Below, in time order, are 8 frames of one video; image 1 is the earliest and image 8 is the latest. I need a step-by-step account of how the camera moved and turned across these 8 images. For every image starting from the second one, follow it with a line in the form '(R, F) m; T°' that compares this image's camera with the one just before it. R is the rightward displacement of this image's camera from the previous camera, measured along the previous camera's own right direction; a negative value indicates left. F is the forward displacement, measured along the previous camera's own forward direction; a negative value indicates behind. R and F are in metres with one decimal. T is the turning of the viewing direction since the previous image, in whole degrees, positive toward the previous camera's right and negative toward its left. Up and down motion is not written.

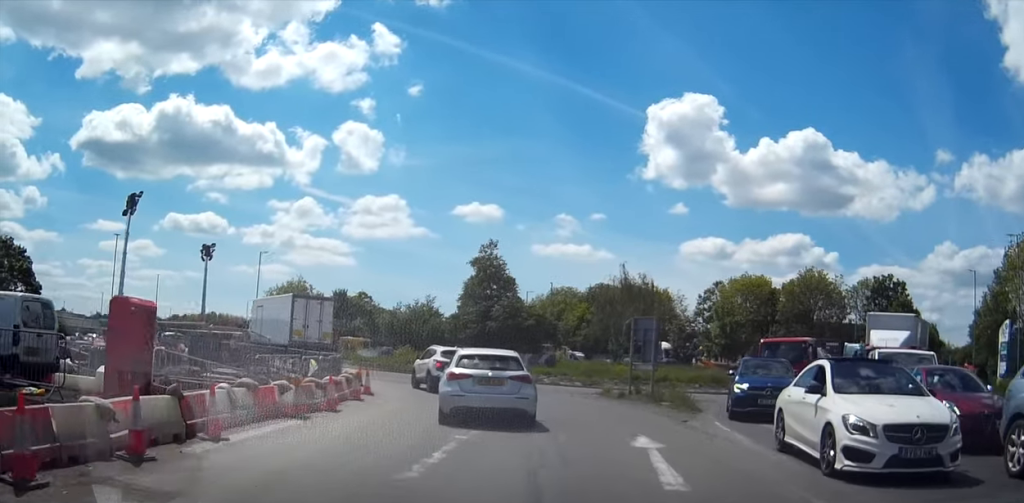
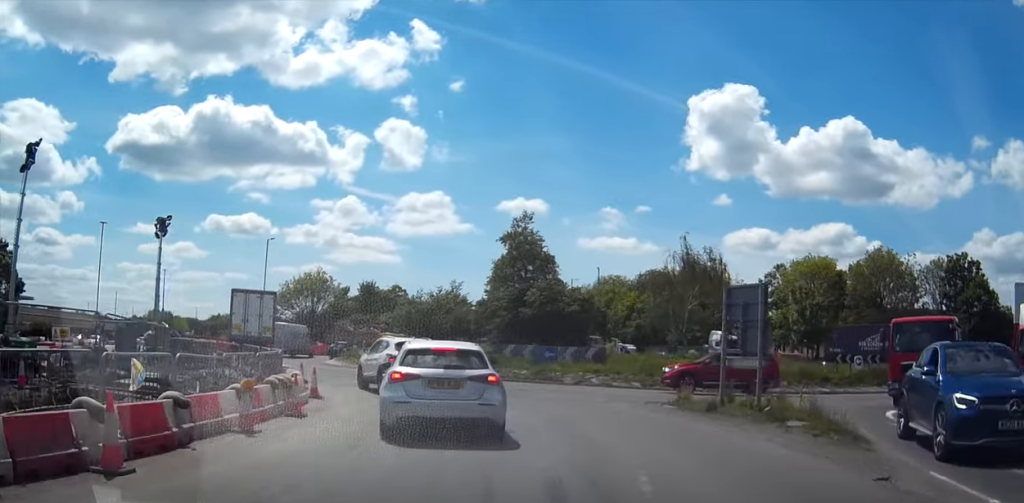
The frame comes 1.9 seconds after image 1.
(0.0, +8.4) m; 0°
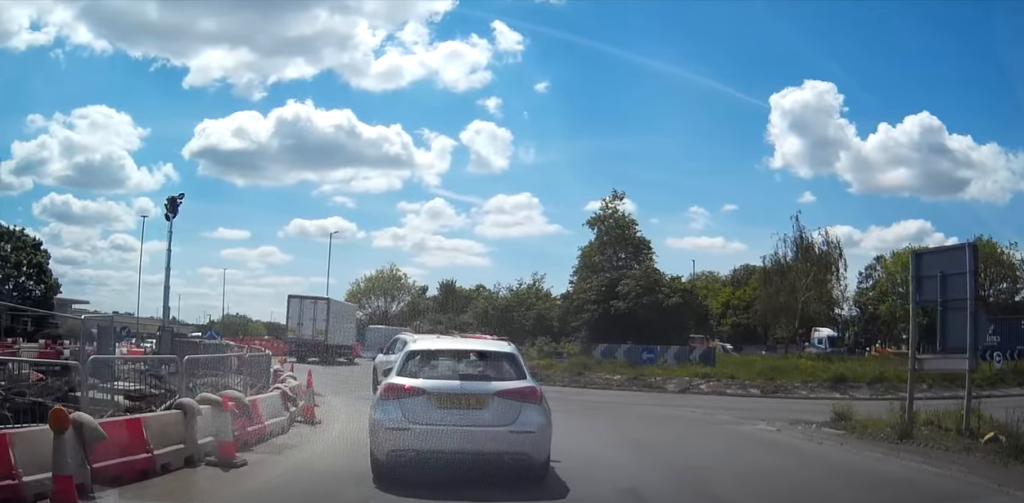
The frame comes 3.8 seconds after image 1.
(-0.3, +5.8) m; -9°
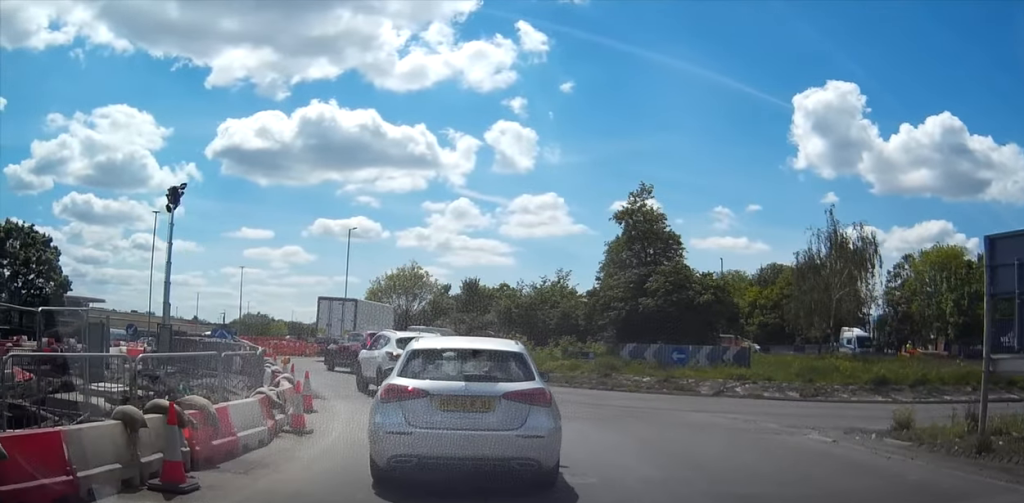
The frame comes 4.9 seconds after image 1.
(-0.2, +2.1) m; -5°
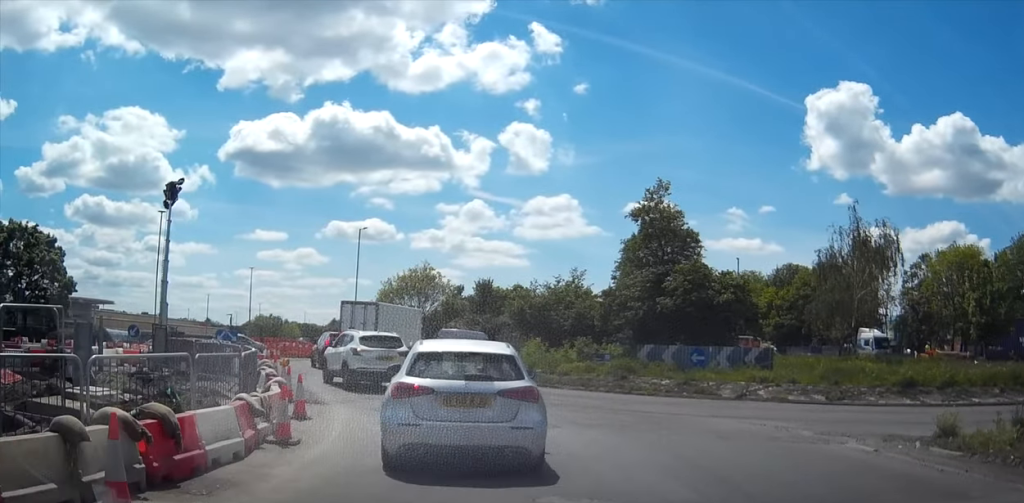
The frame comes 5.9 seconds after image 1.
(0.0, +1.4) m; +2°
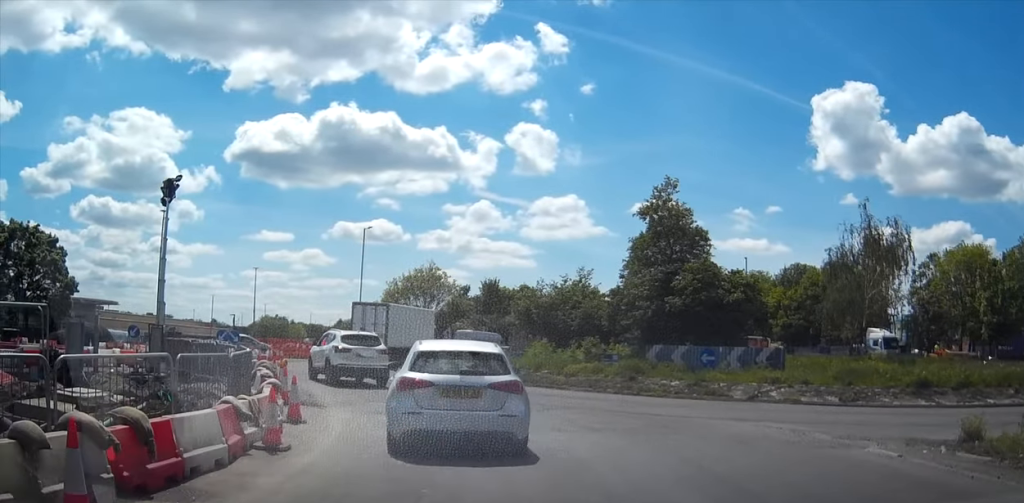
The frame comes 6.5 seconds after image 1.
(0.0, +0.8) m; +1°
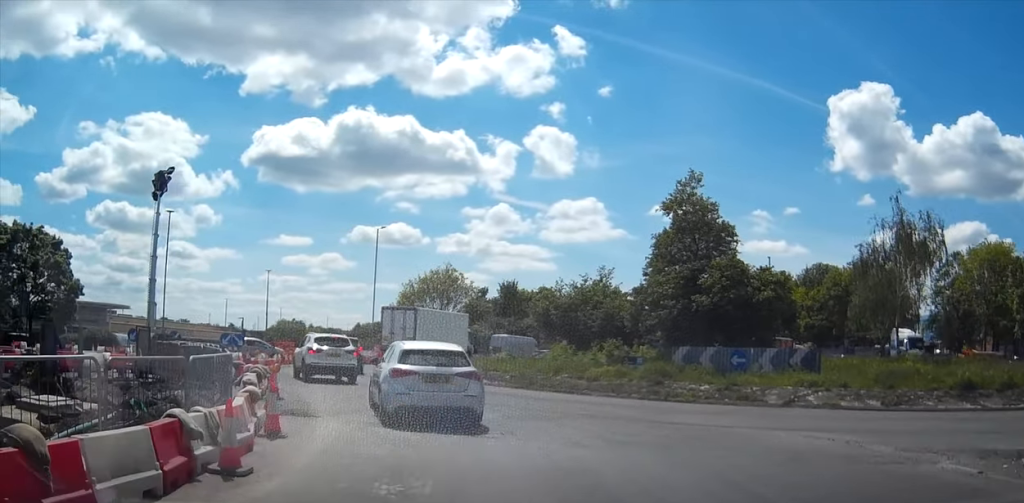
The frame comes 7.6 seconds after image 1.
(0.0, +1.8) m; 0°
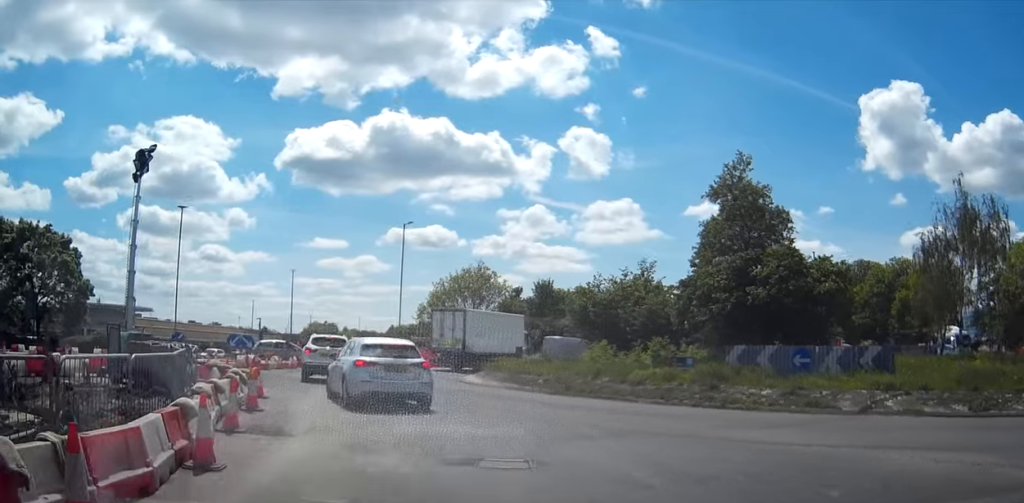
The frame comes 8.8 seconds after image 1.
(-0.1, +2.9) m; -5°
